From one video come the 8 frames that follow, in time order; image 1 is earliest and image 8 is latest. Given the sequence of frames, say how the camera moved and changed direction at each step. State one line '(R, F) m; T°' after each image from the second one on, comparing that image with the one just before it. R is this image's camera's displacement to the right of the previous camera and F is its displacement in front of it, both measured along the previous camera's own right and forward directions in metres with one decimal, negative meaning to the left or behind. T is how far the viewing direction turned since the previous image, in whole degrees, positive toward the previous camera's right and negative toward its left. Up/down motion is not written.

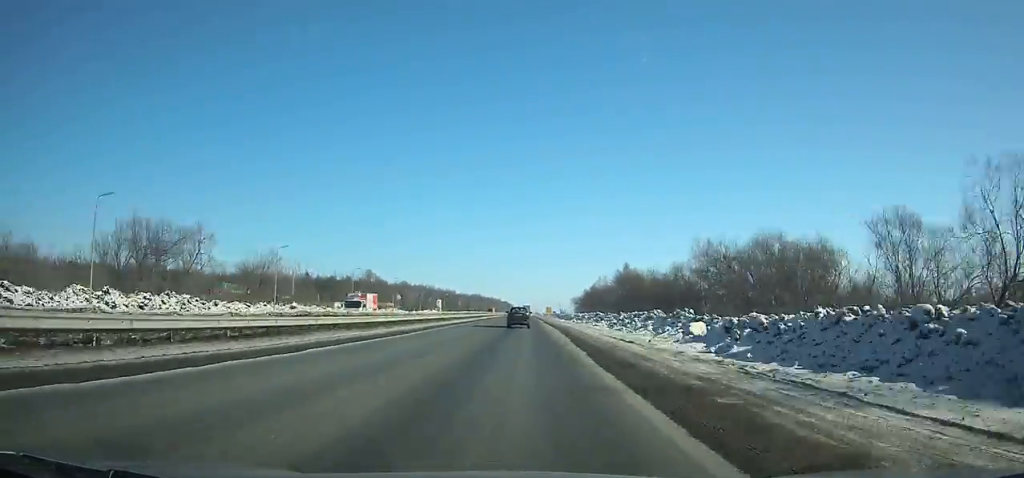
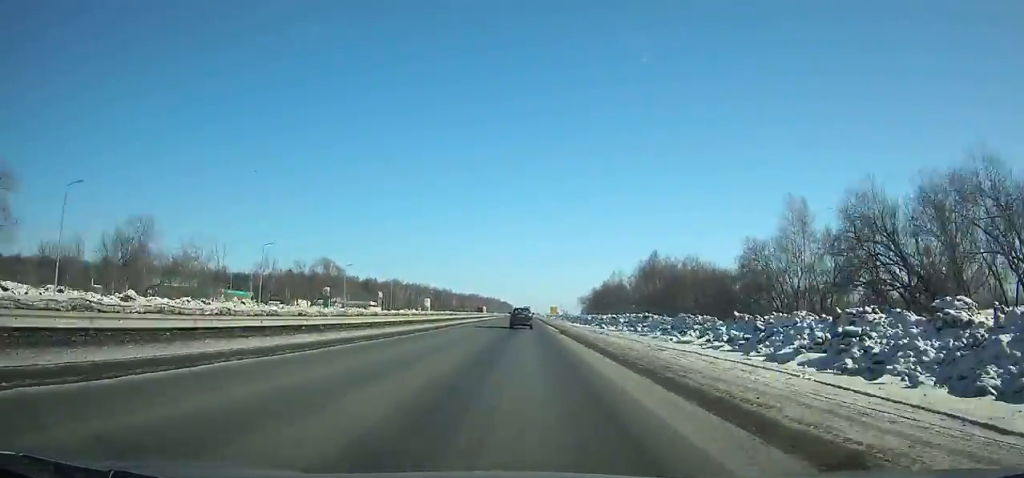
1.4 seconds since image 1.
(0.0, +33.5) m; 0°
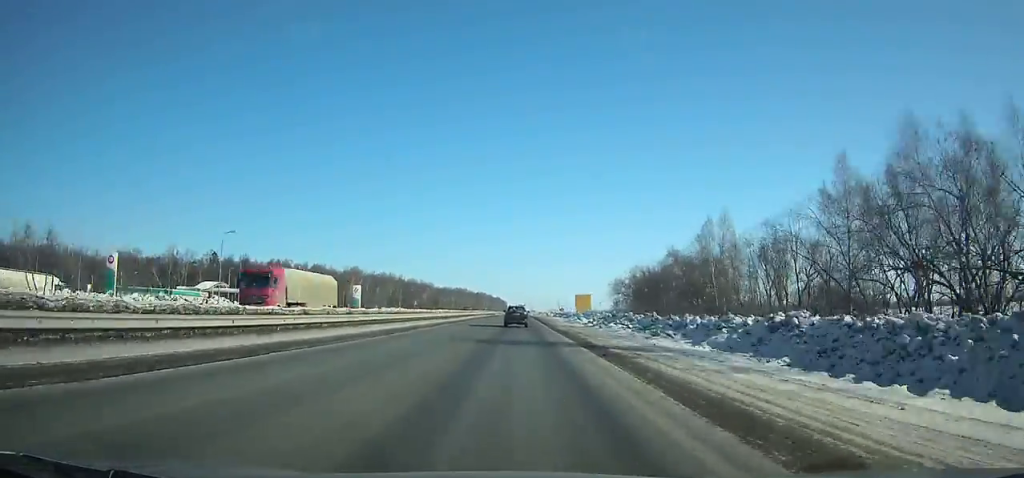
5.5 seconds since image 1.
(+0.2, +97.1) m; 0°
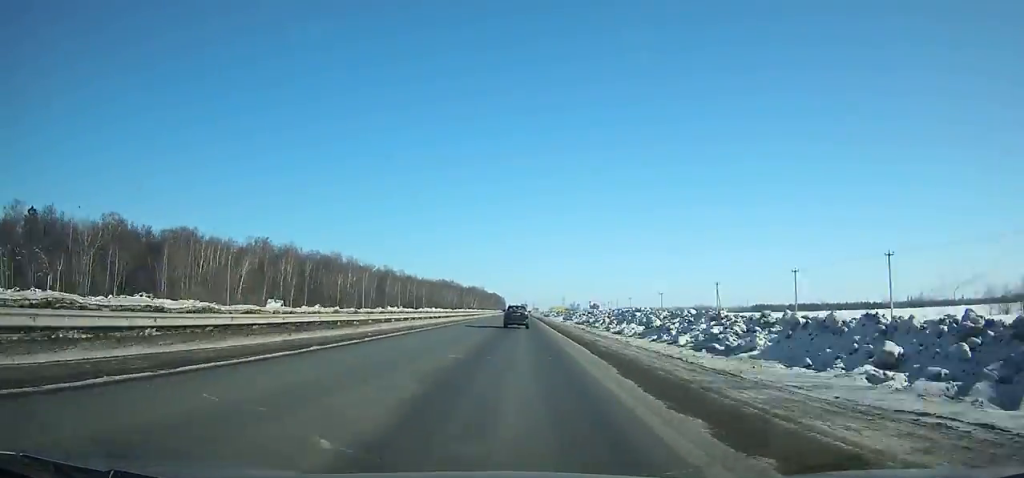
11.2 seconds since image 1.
(+0.3, +133.7) m; 0°
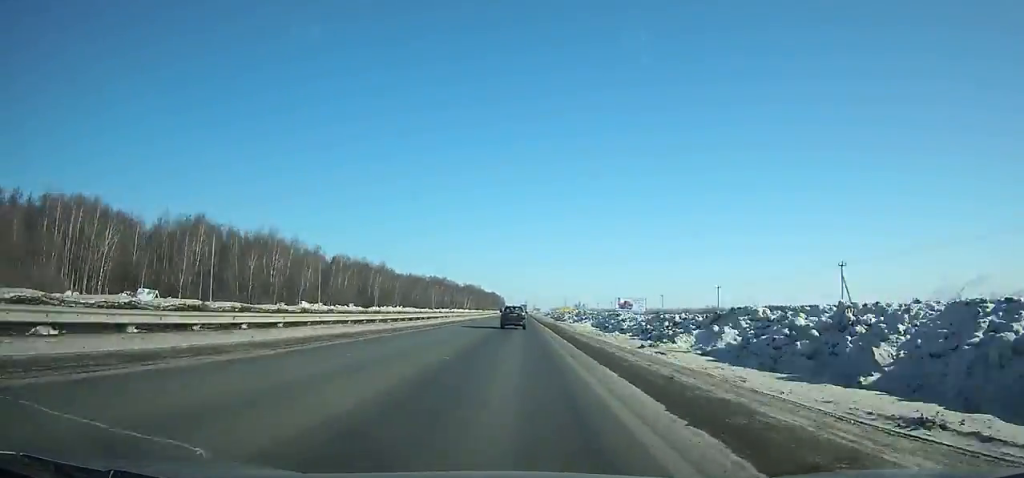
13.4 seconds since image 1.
(+0.1, +51.4) m; 0°
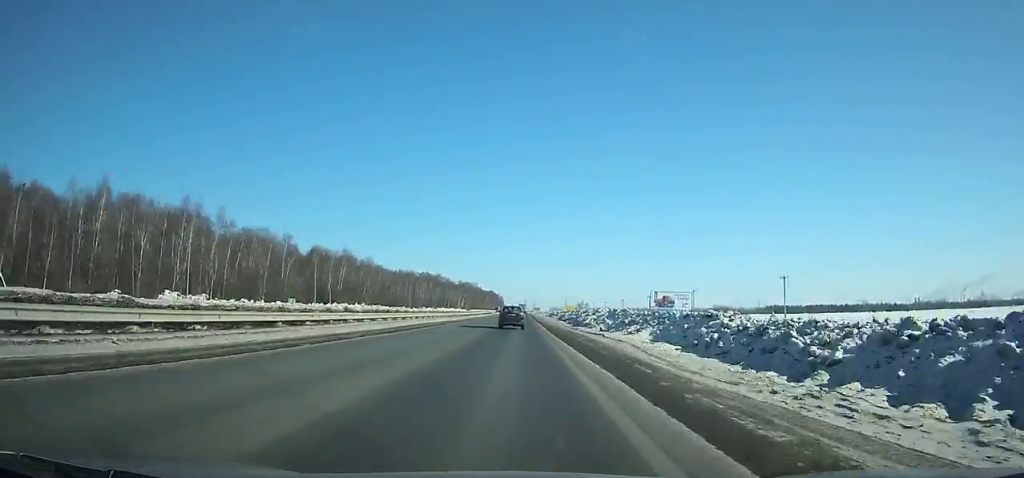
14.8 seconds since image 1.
(-0.1, +32.8) m; 0°
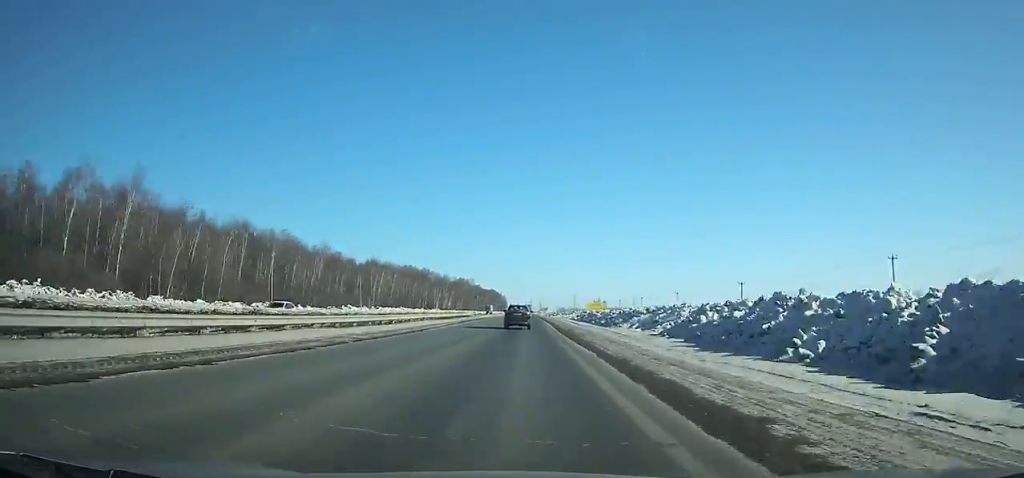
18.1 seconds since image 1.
(-0.4, +77.1) m; 0°
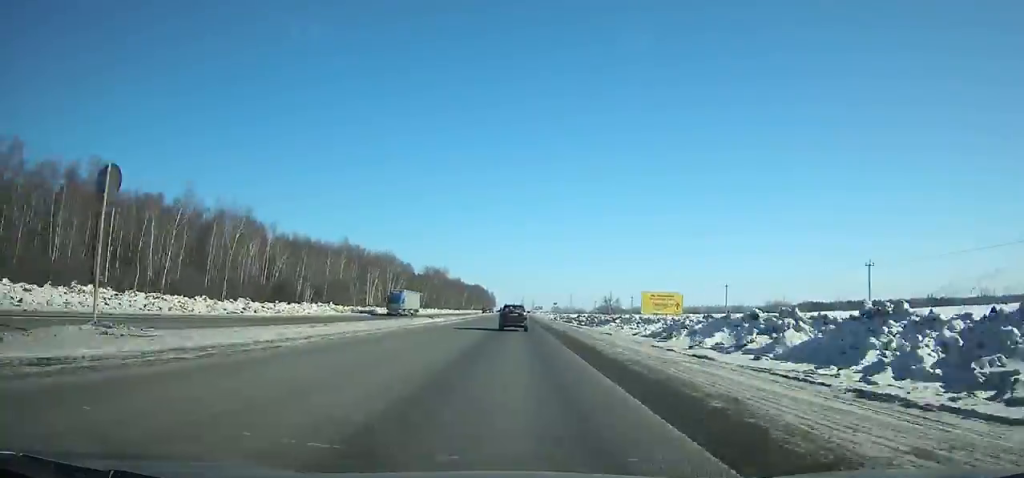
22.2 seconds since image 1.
(+0.1, +95.9) m; 0°
